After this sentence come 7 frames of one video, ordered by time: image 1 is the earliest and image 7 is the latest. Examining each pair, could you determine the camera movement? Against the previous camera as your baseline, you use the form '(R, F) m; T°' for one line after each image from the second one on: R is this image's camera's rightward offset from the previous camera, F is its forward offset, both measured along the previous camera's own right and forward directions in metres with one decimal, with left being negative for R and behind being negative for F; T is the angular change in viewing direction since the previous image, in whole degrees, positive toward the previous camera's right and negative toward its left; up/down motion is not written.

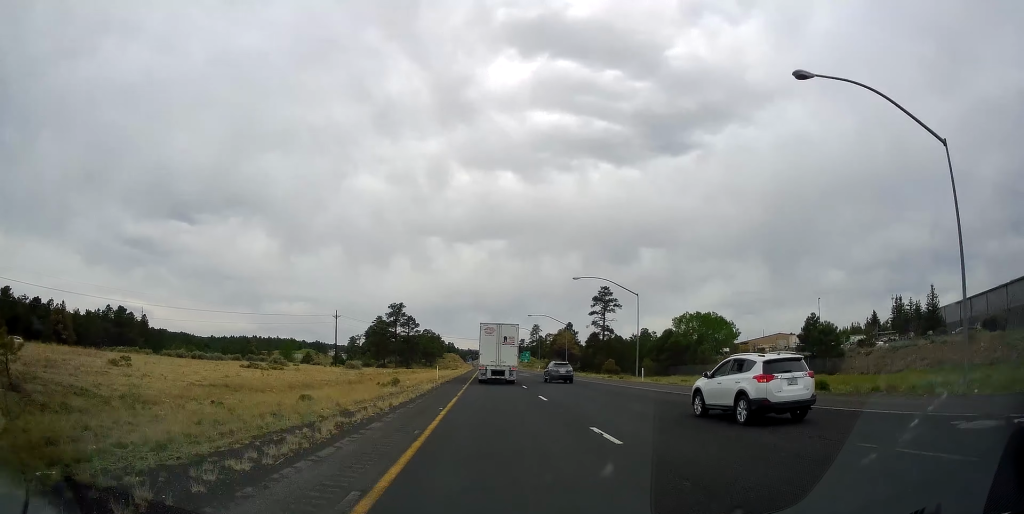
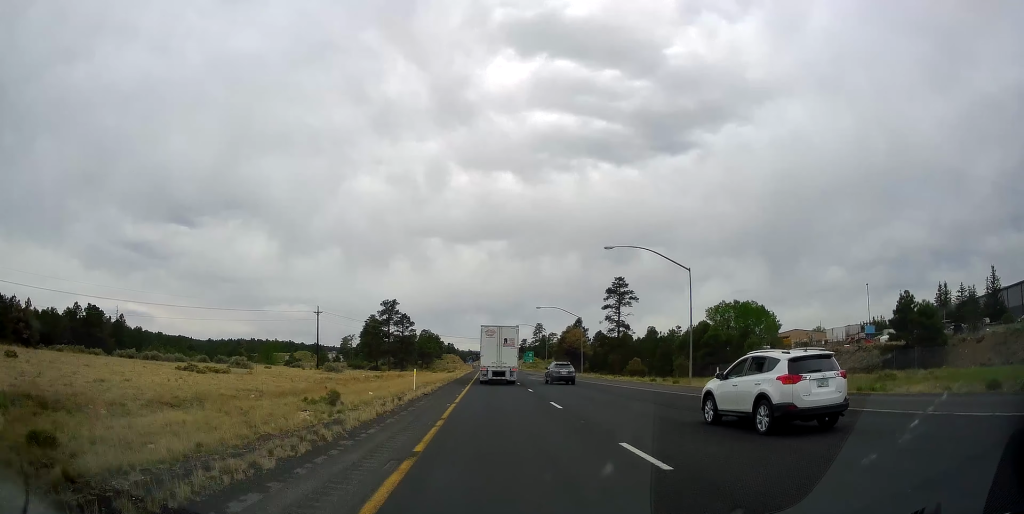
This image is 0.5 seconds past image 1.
(-0.1, +16.2) m; 0°
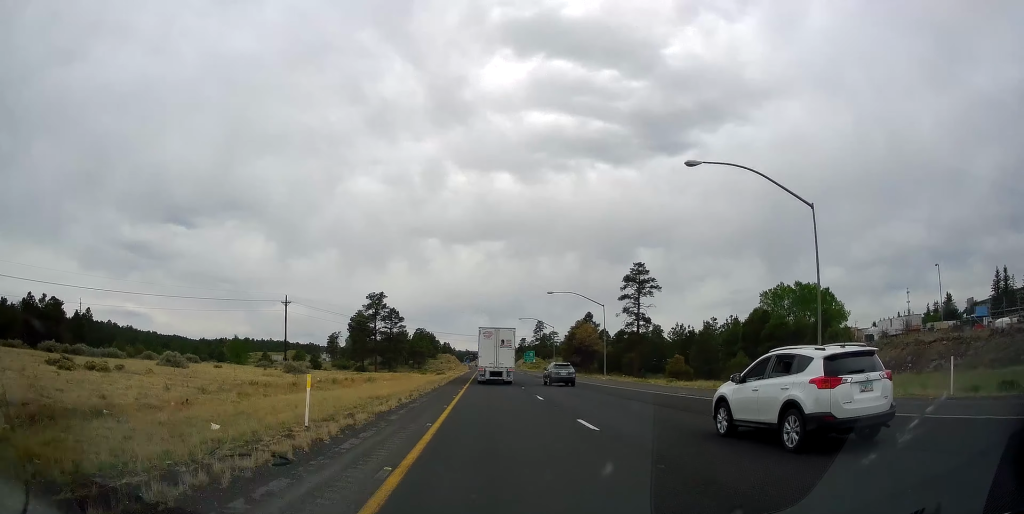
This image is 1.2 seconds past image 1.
(0.0, +19.5) m; 0°
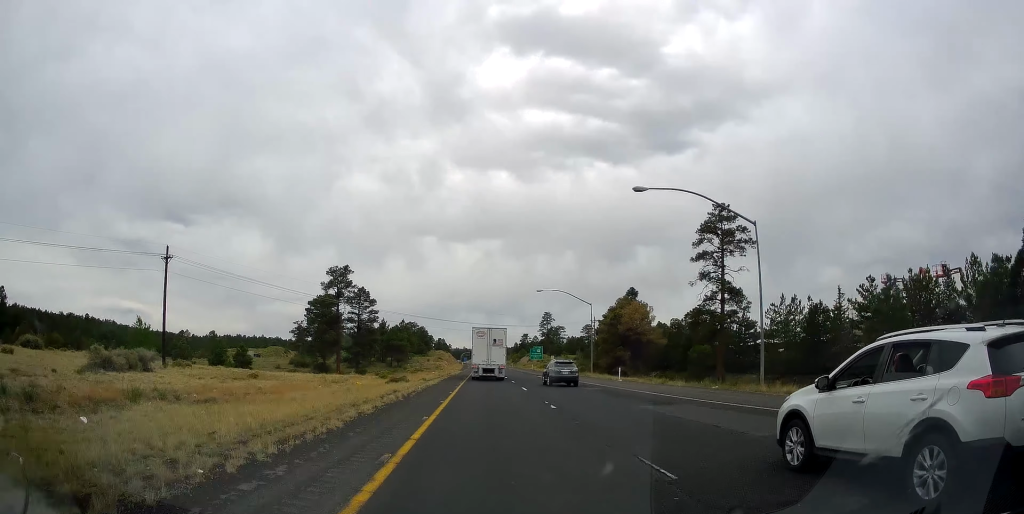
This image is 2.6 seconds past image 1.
(+0.5, +43.2) m; 0°
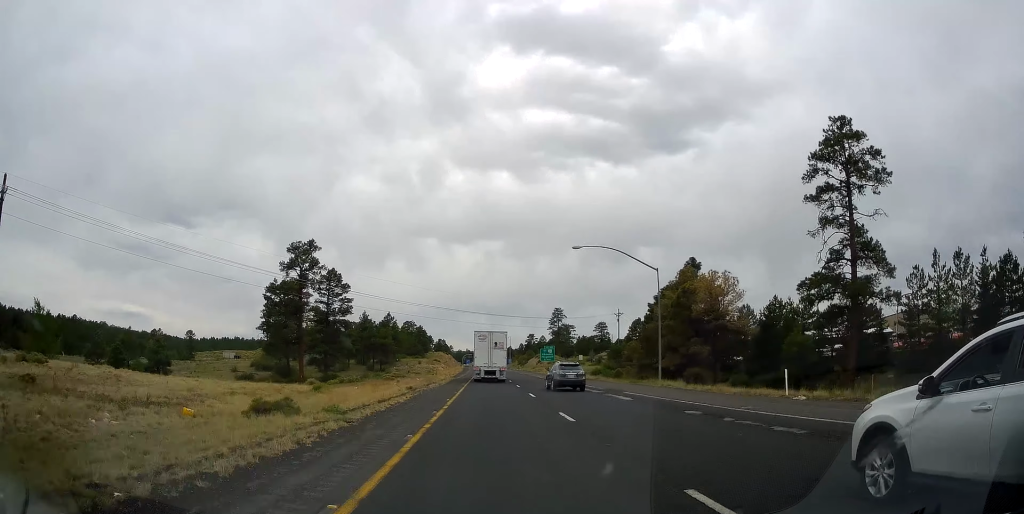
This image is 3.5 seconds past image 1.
(-0.5, +28.5) m; 0°
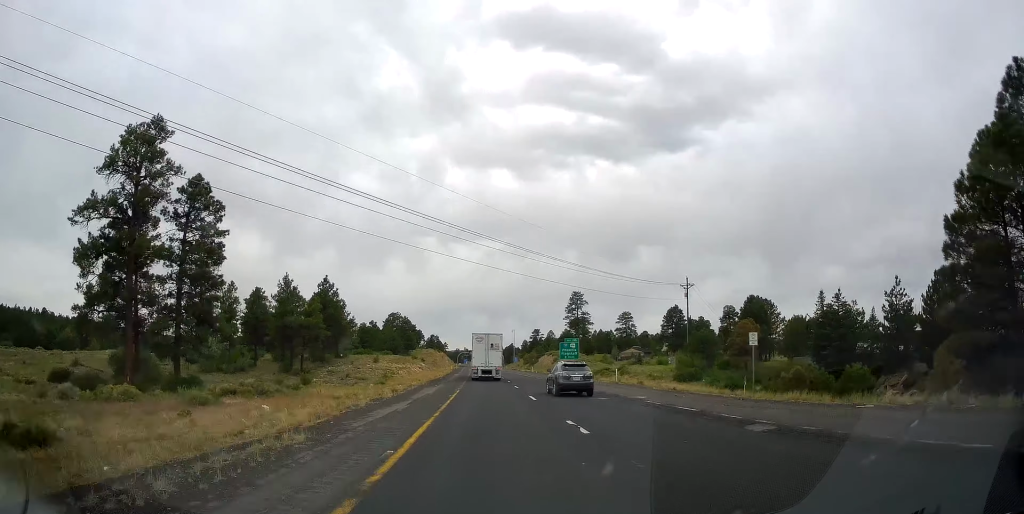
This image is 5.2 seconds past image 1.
(+0.6, +51.8) m; +1°
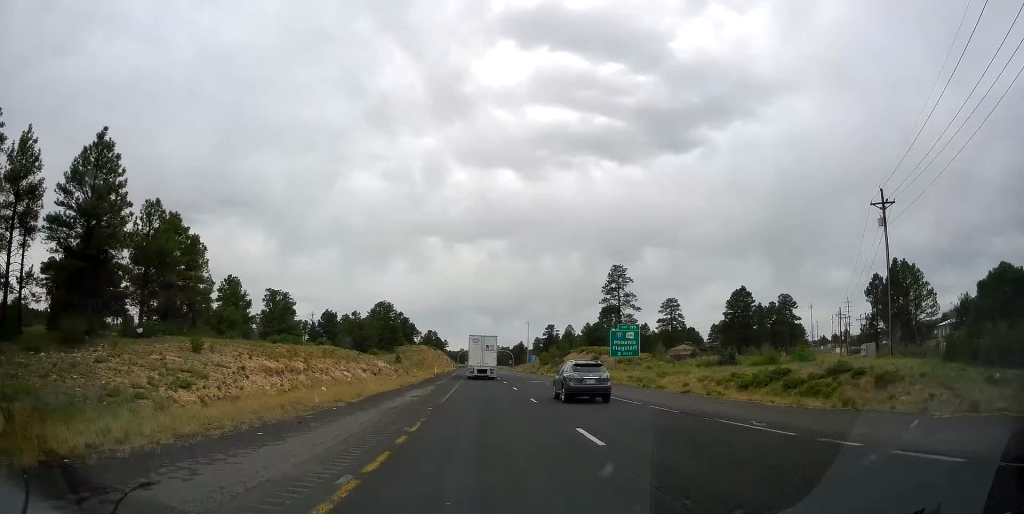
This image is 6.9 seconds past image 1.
(-0.3, +51.6) m; 0°
